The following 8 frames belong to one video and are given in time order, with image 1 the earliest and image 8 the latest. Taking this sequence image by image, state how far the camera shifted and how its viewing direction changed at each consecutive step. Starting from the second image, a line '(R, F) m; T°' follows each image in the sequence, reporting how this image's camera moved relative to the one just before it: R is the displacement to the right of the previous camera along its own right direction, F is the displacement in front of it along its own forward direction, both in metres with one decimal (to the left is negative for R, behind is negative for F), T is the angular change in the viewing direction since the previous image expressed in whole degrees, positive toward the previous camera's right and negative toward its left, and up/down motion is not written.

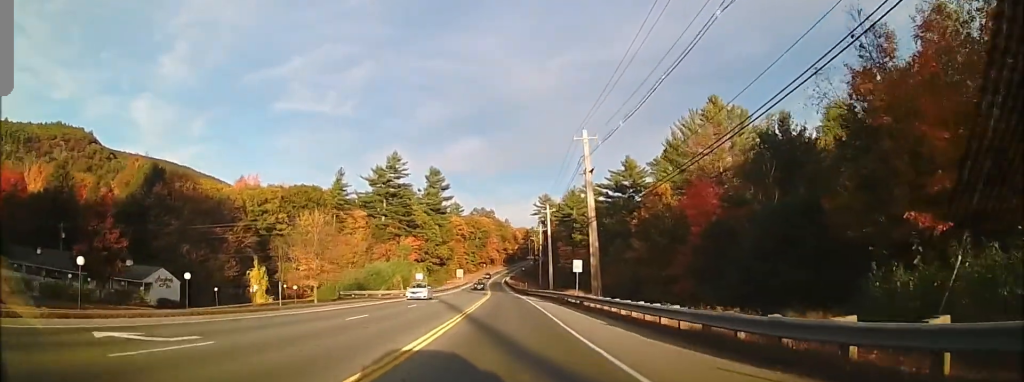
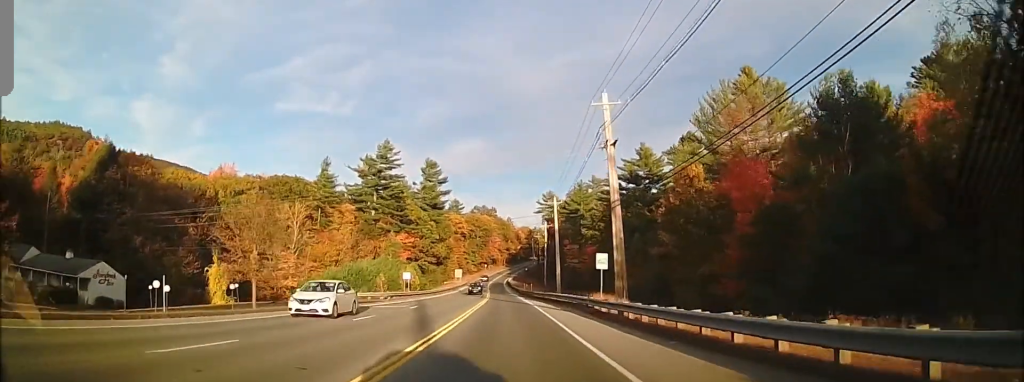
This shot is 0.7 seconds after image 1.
(+0.1, +12.0) m; -1°
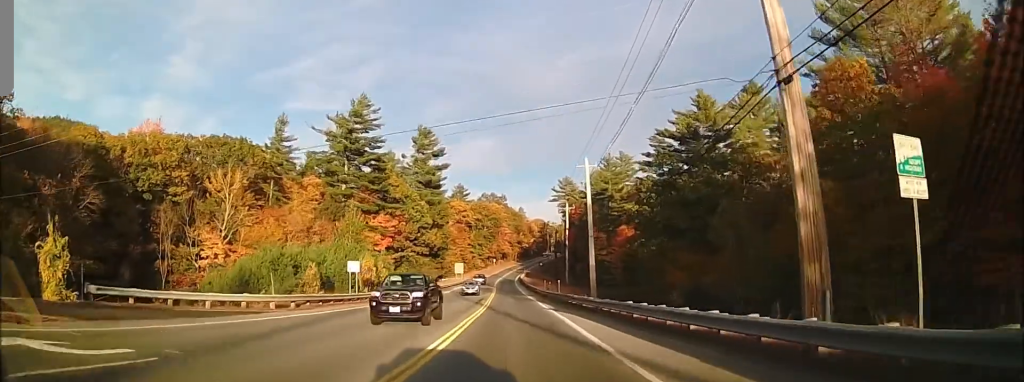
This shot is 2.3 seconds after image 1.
(-0.7, +29.1) m; -2°
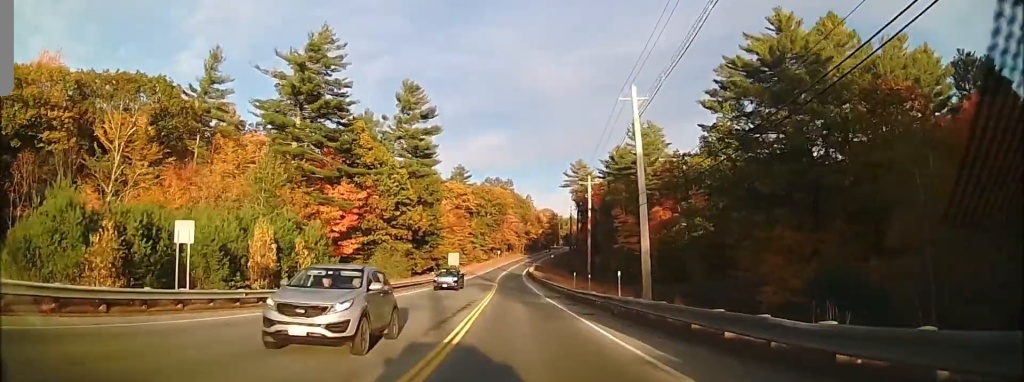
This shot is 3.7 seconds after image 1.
(+0.1, +24.7) m; 0°
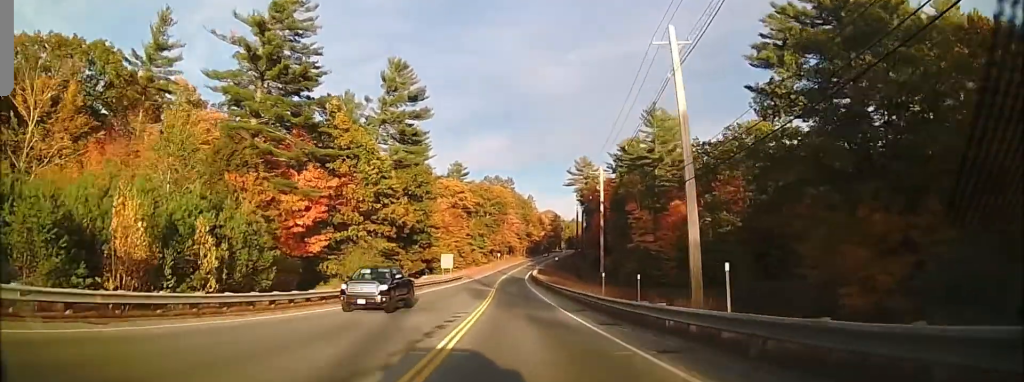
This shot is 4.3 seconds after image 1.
(0.0, +12.4) m; 0°
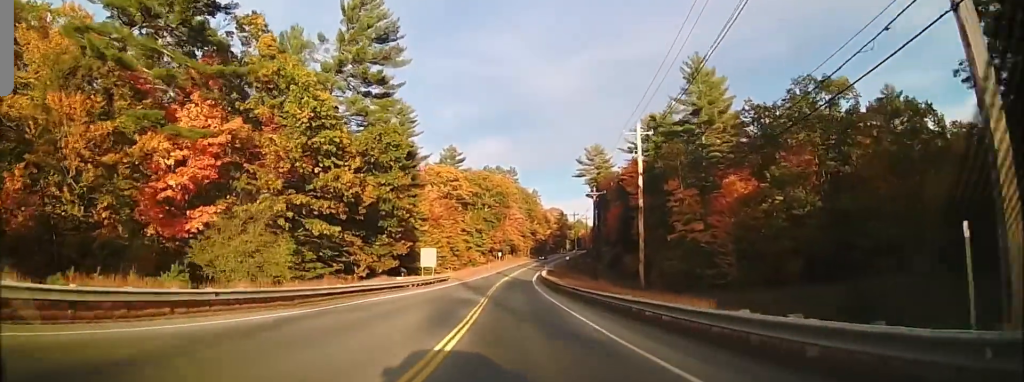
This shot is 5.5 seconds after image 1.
(0.0, +22.2) m; 0°
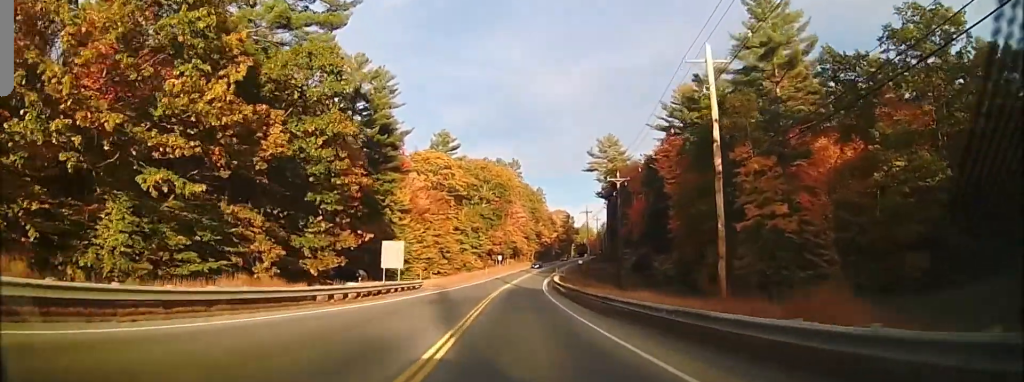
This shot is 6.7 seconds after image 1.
(0.0, +20.7) m; +1°
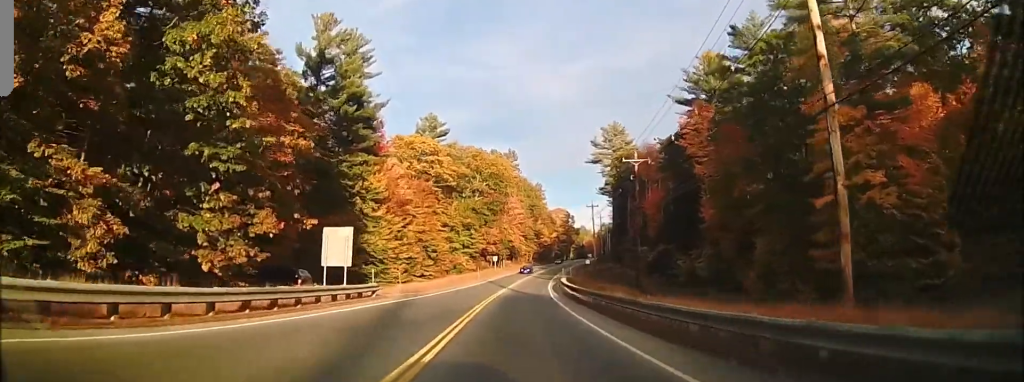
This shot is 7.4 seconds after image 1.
(+0.1, +14.0) m; +1°
